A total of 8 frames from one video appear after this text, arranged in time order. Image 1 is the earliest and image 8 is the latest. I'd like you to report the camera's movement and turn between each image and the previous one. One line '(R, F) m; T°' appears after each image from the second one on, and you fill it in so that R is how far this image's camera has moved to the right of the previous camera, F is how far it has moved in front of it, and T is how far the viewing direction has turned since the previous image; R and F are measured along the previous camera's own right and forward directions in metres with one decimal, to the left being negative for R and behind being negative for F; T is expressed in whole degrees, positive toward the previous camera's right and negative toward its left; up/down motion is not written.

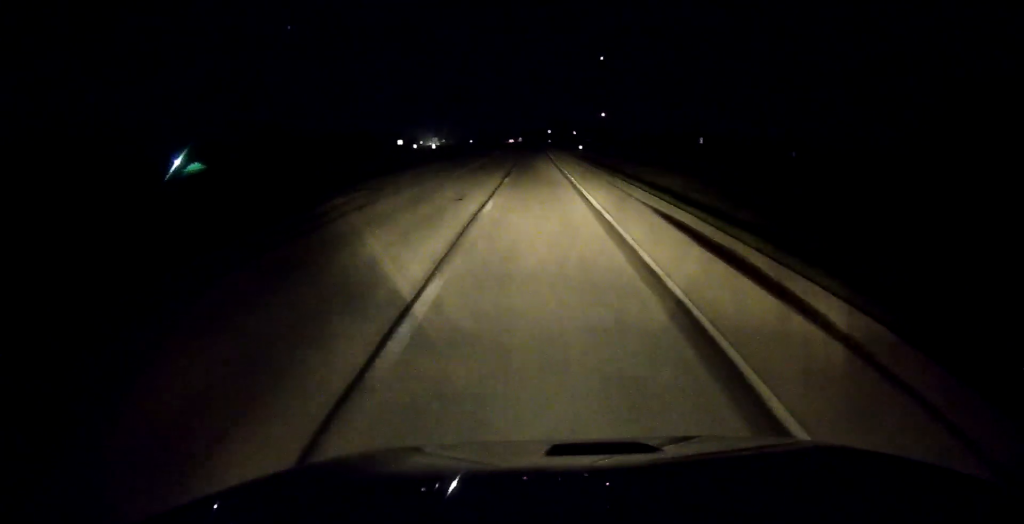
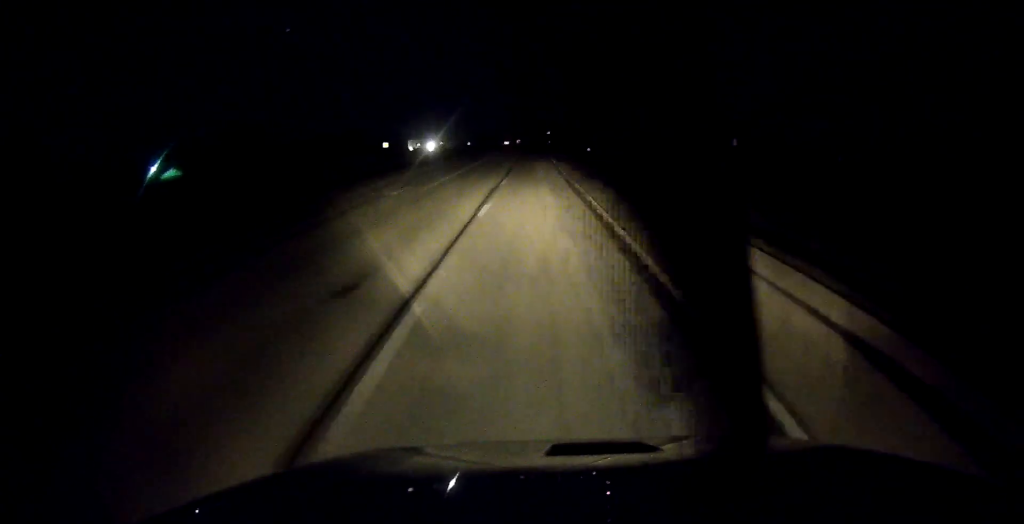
(0.0, +13.2) m; 0°
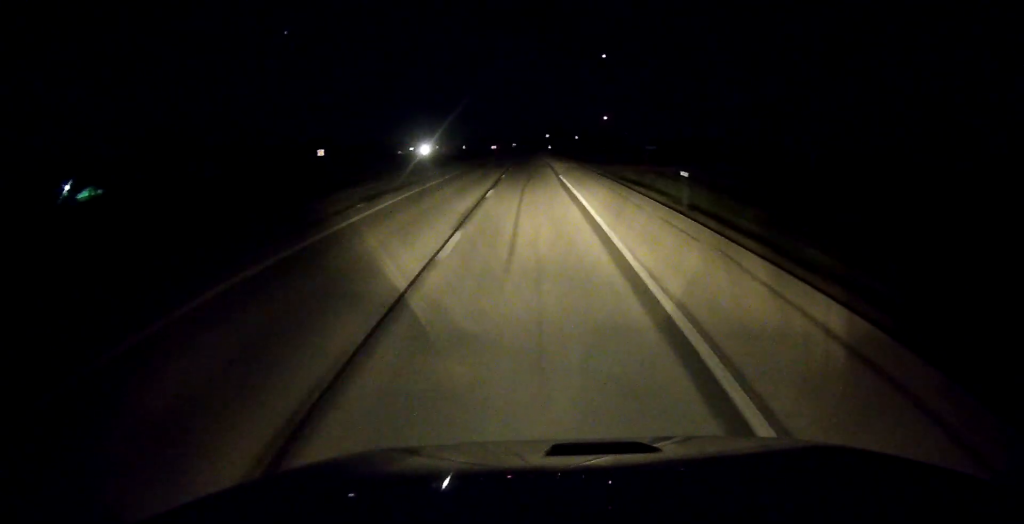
(0.0, +41.6) m; 0°
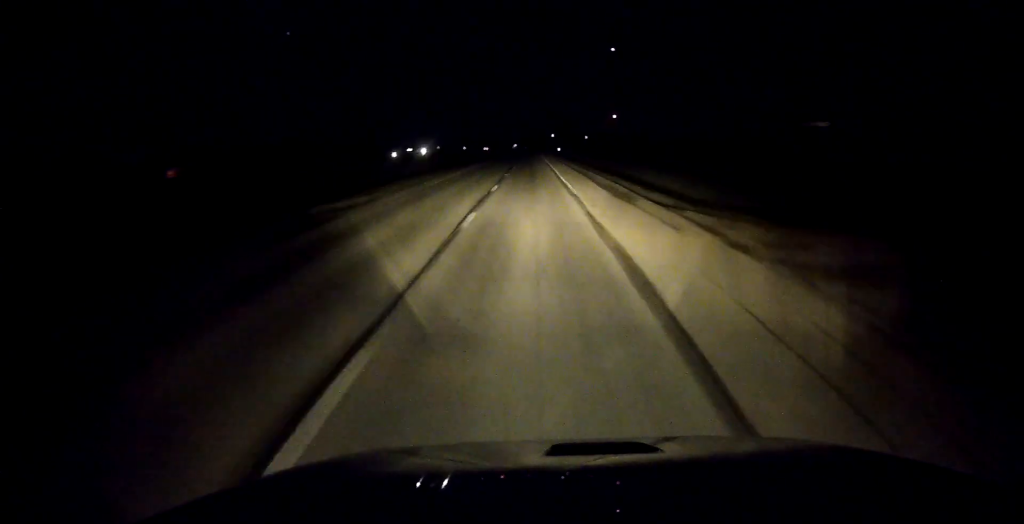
(+0.3, +44.3) m; 0°
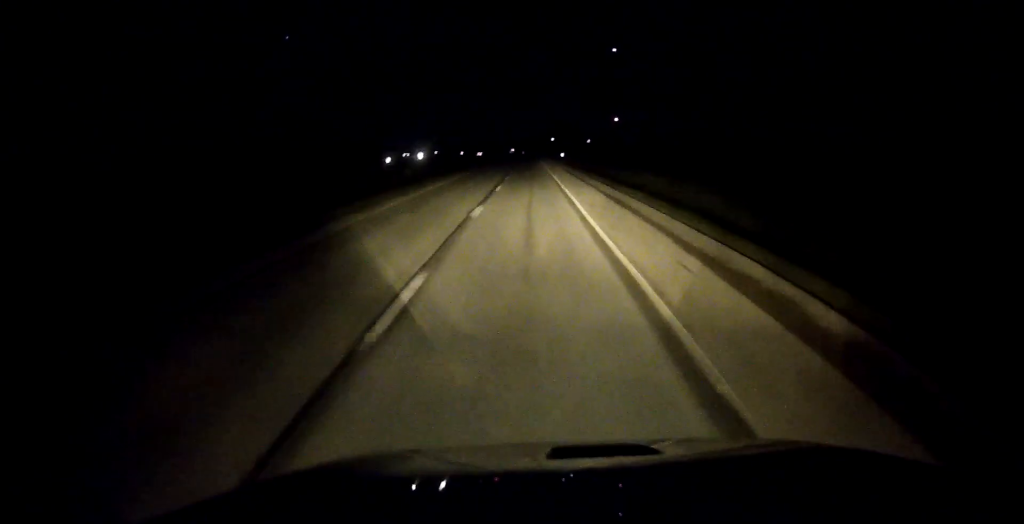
(-0.2, +20.2) m; 0°
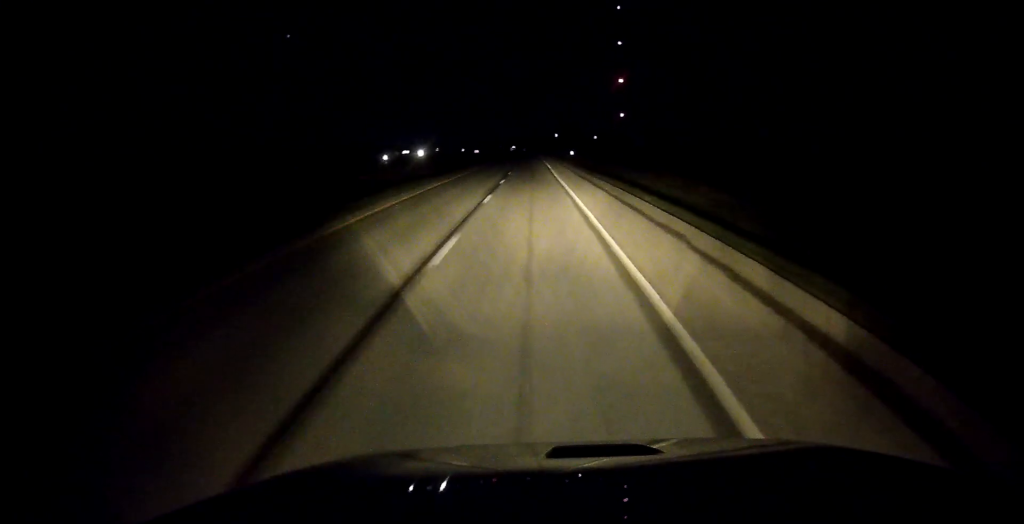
(-0.2, +20.2) m; 0°
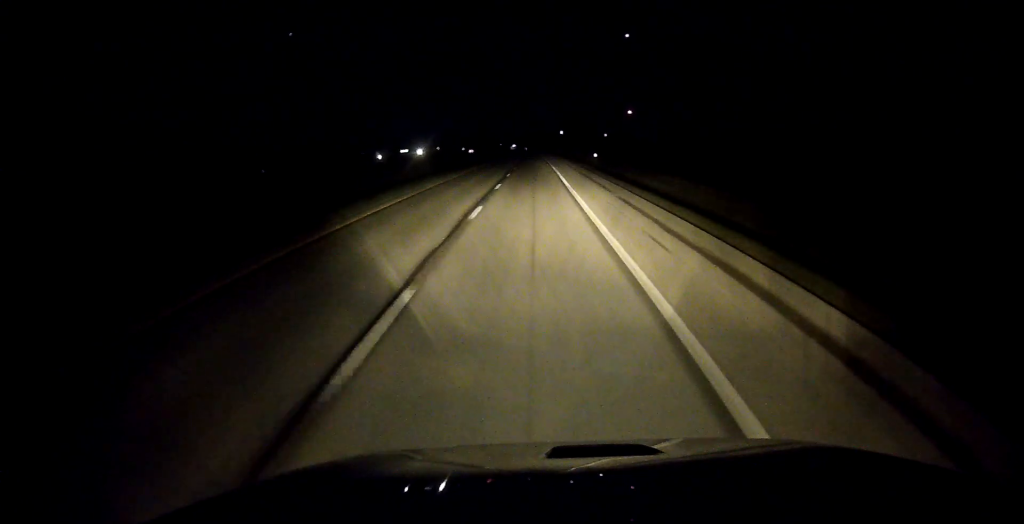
(+0.3, +29.3) m; 0°
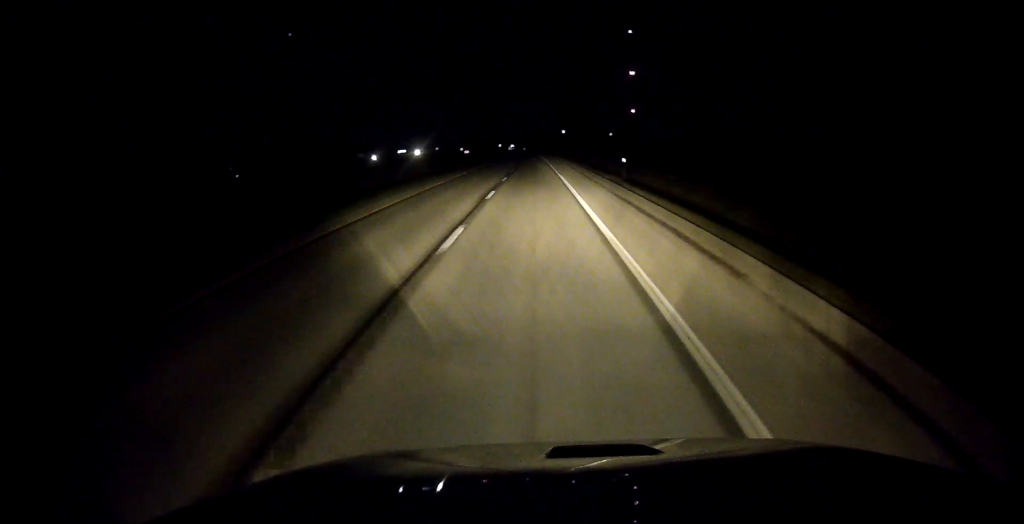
(-0.2, +17.2) m; 0°
